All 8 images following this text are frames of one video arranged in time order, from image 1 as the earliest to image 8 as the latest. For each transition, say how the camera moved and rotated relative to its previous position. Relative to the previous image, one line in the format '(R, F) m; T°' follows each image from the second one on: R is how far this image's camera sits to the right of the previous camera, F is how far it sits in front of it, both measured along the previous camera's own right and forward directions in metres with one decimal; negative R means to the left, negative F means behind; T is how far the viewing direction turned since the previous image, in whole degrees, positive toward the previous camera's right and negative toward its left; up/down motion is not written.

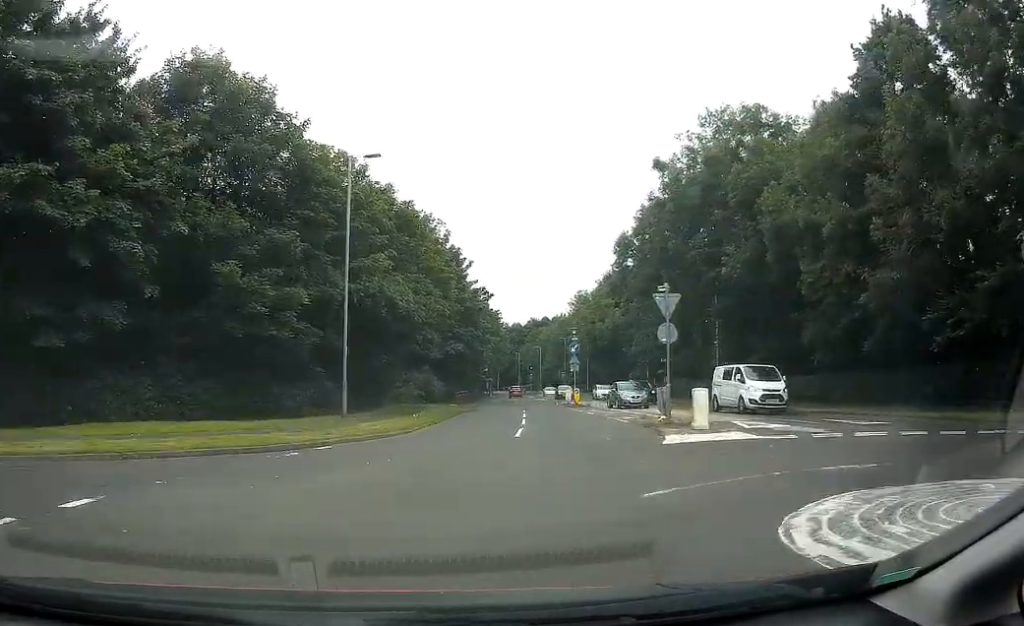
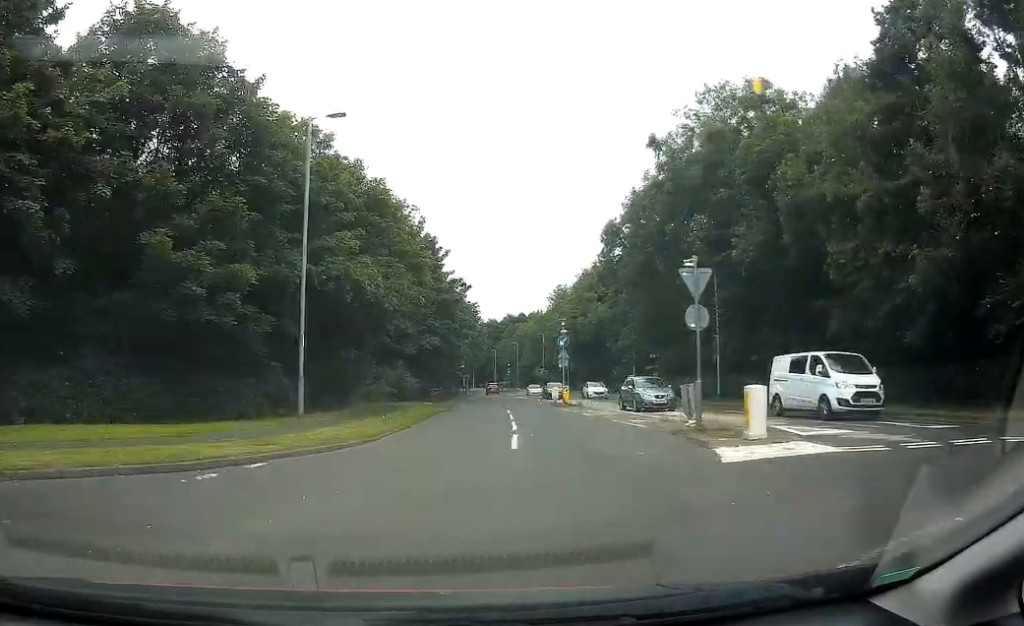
(-0.1, +3.7) m; +2°
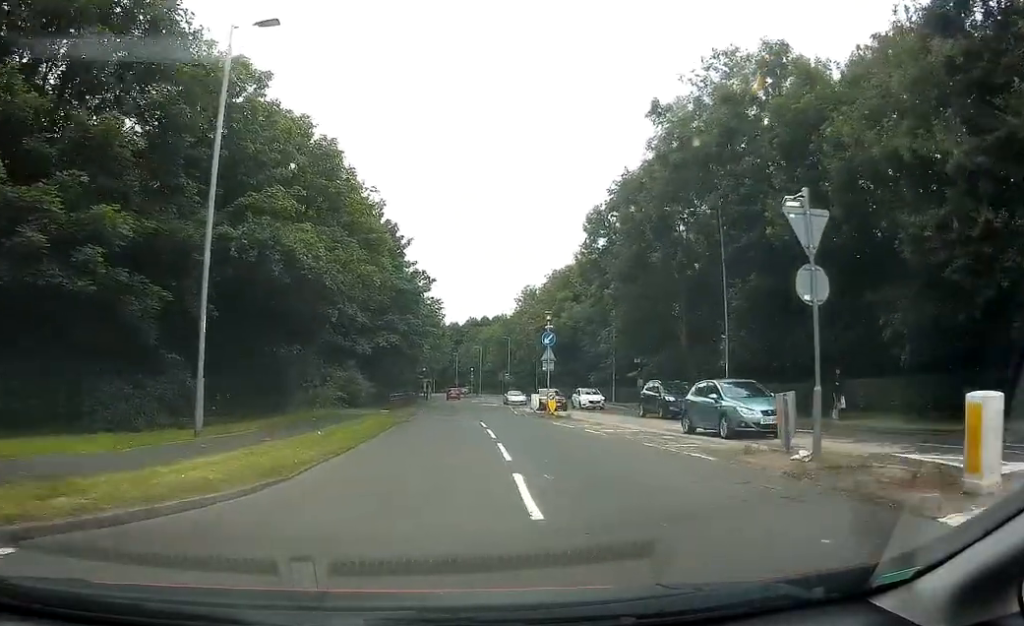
(+0.4, +6.6) m; +5°
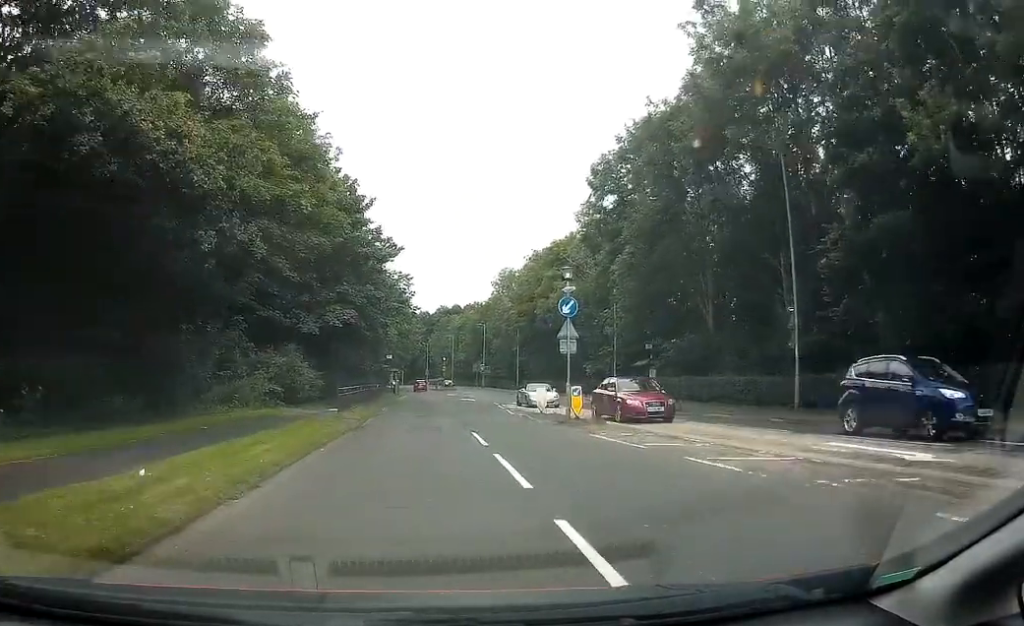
(+0.4, +10.2) m; +1°
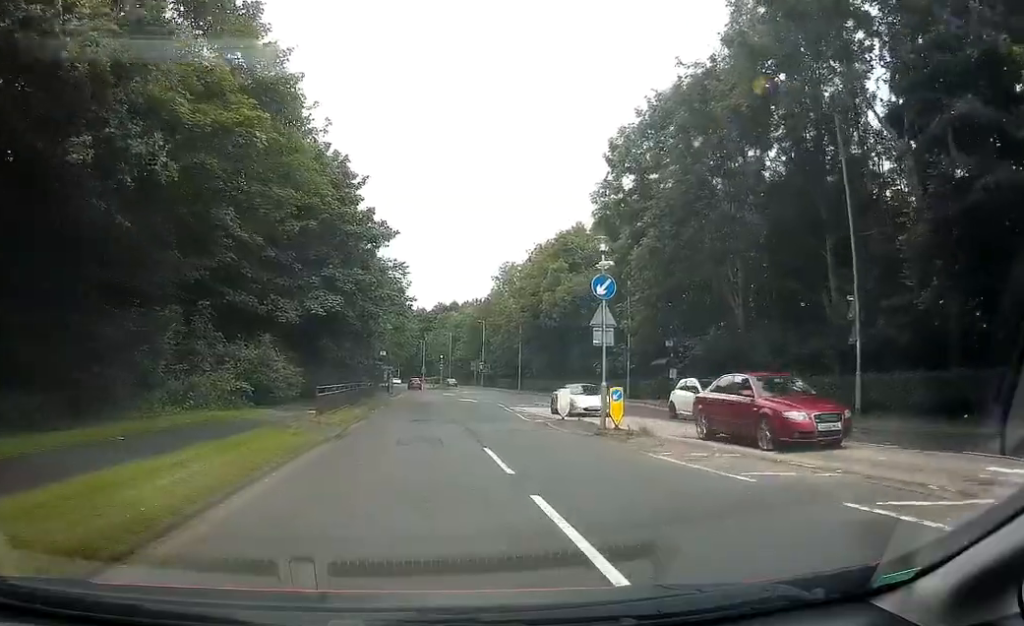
(-0.1, +4.7) m; 0°
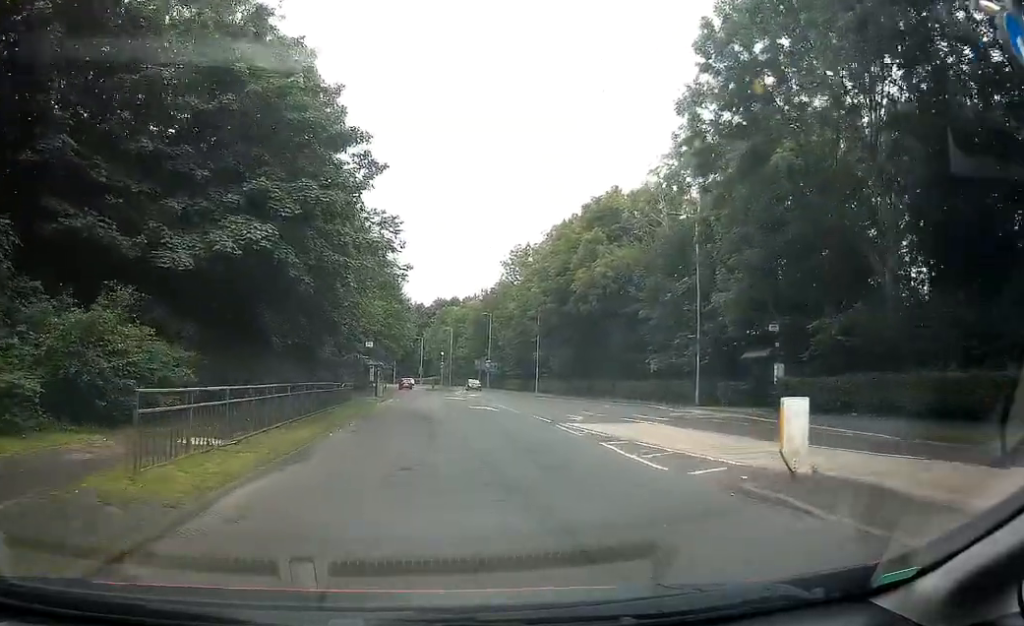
(+0.2, +13.7) m; 0°
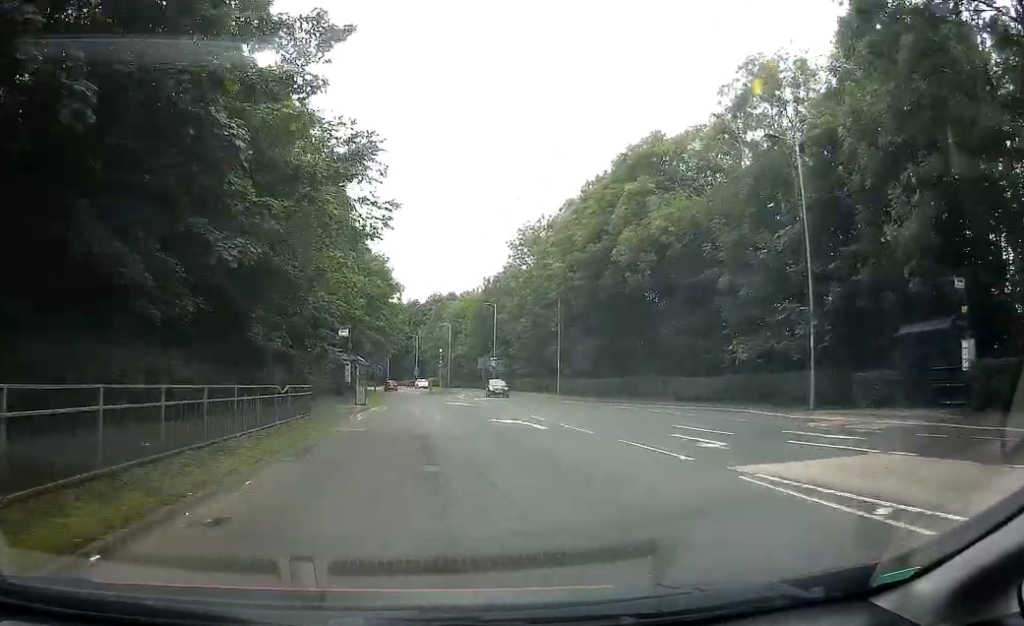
(-0.3, +12.5) m; 0°
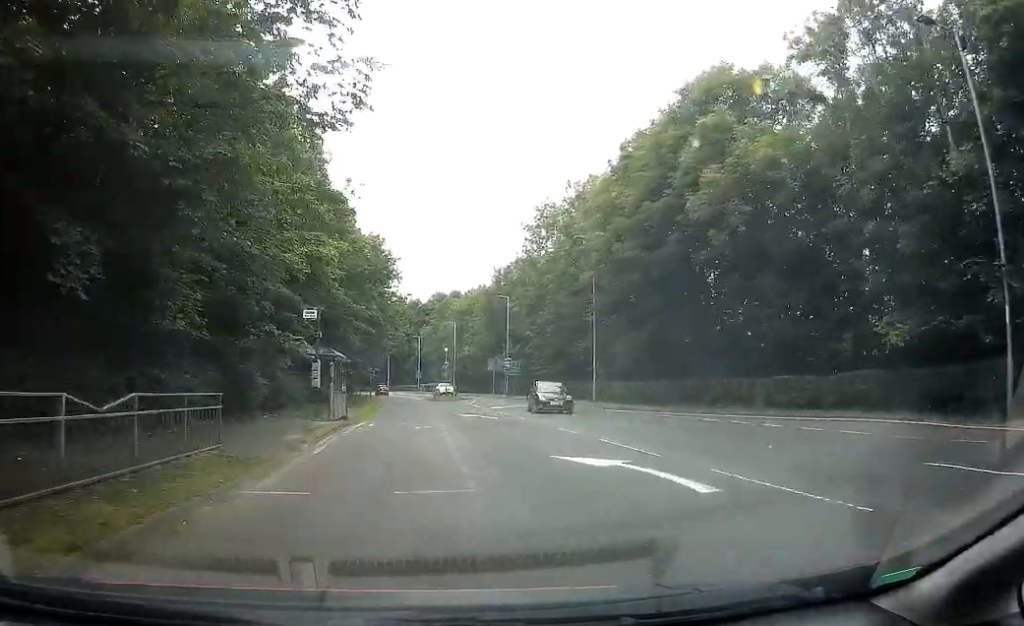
(+0.4, +10.2) m; 0°
